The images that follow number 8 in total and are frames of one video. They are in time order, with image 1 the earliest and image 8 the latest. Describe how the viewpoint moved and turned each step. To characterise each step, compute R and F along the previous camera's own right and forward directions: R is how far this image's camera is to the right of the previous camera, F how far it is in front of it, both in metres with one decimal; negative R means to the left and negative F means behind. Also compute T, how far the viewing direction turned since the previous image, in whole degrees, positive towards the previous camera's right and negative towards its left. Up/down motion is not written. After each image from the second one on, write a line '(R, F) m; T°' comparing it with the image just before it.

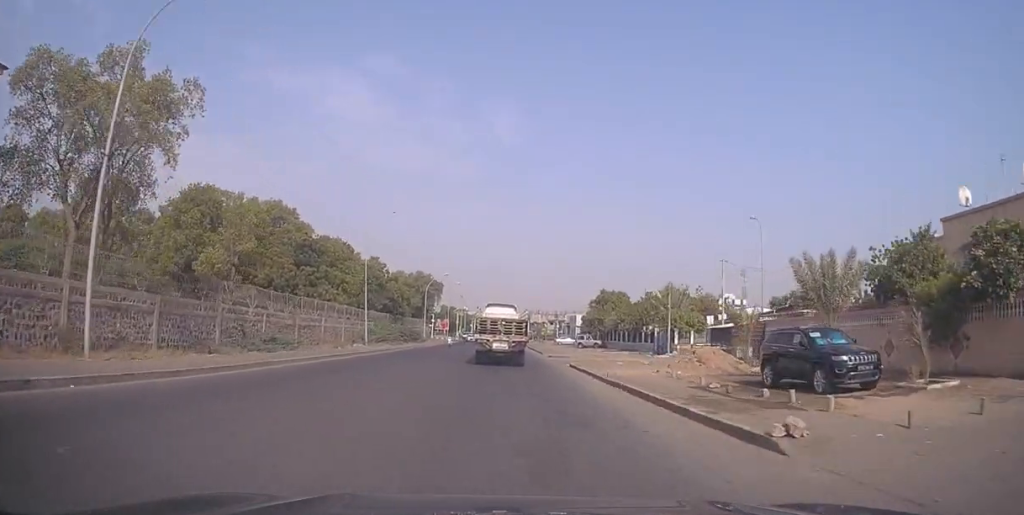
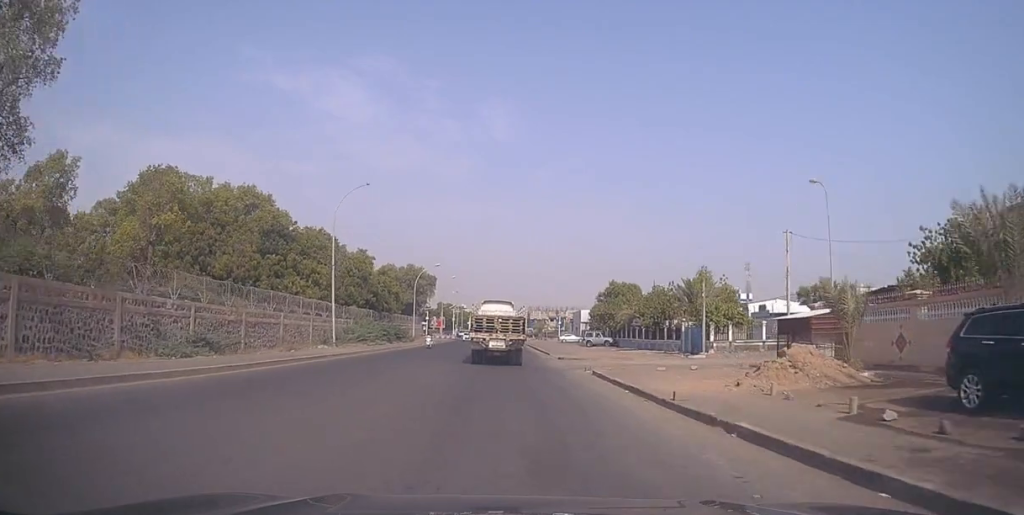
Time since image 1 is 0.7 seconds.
(0.0, +8.9) m; 0°
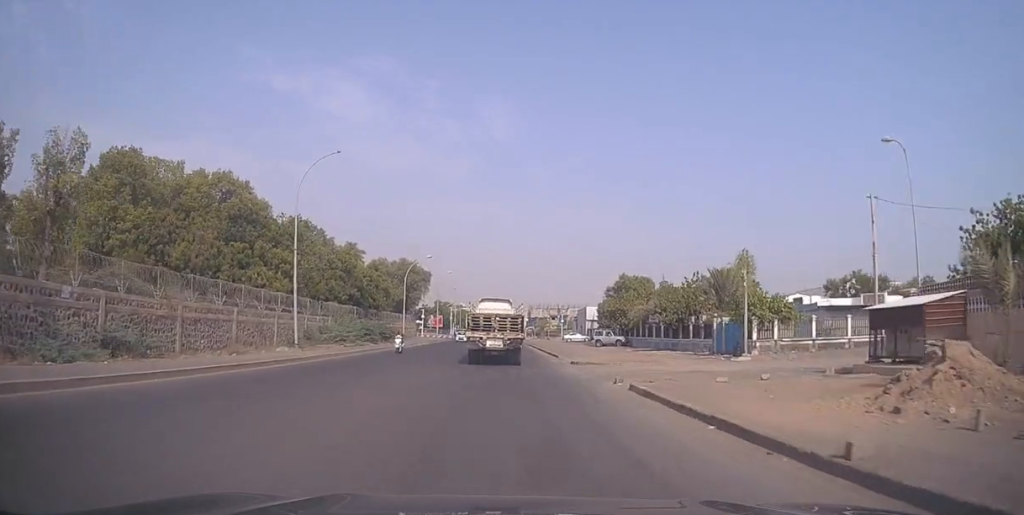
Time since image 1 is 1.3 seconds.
(0.0, +7.2) m; 0°
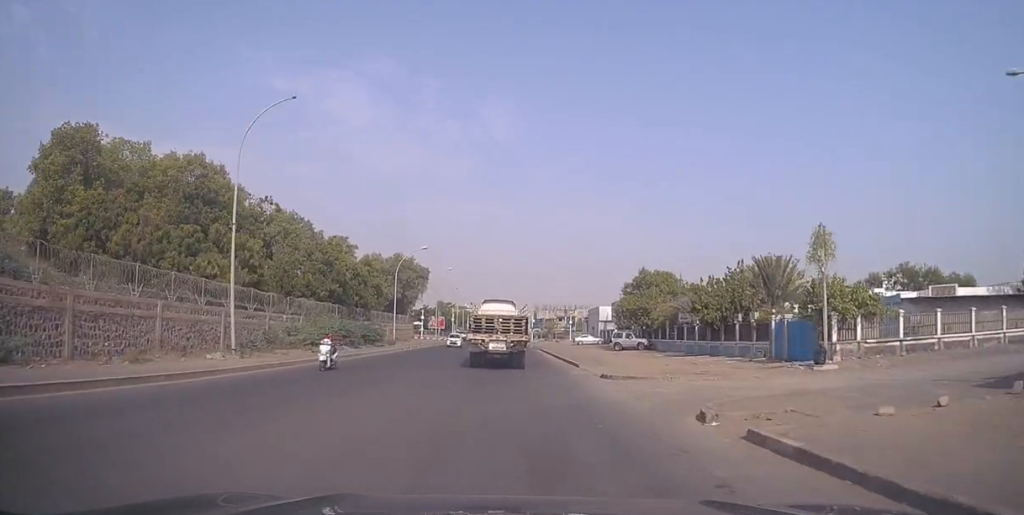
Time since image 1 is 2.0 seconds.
(0.0, +8.3) m; 0°
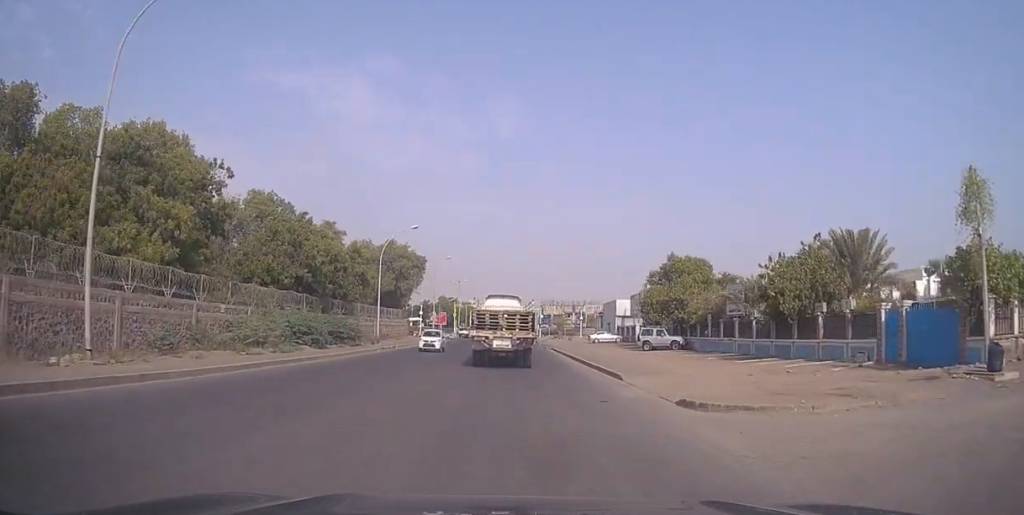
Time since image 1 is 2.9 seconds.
(-0.1, +9.7) m; 0°
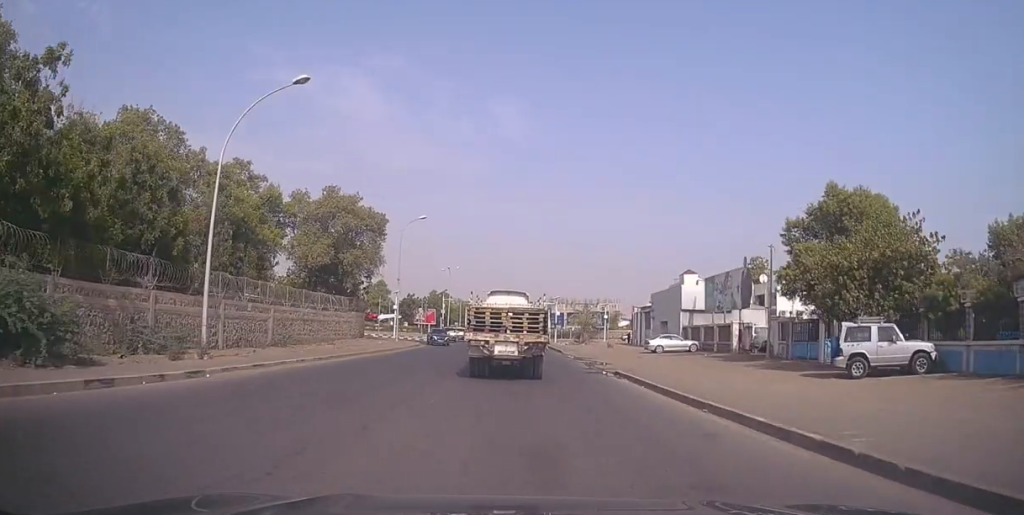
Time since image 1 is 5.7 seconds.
(+0.5, +29.9) m; +1°
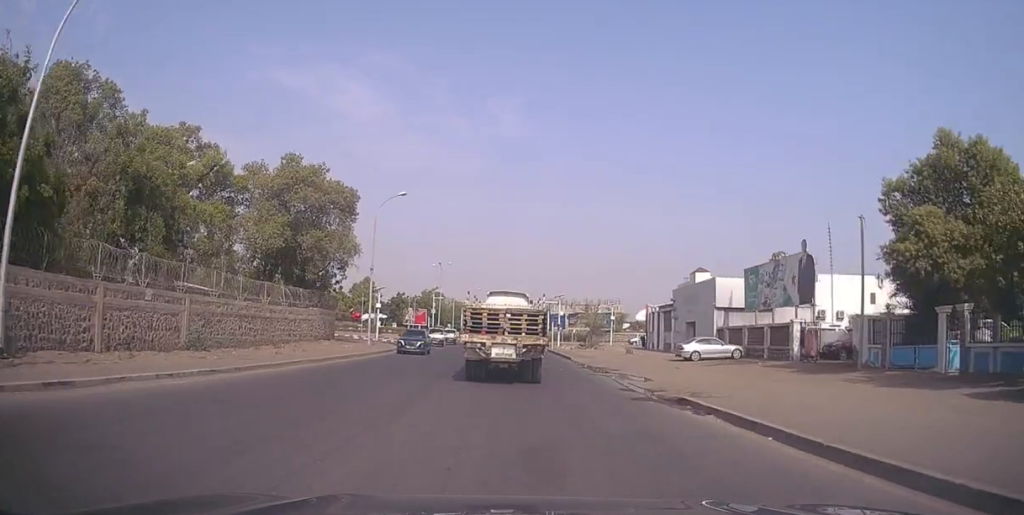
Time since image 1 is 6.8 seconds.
(-0.5, +9.9) m; -1°
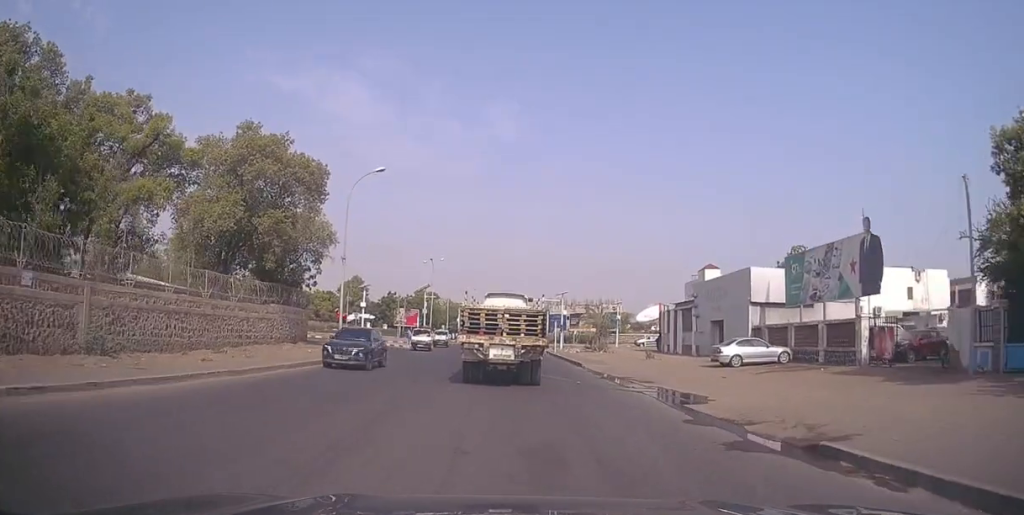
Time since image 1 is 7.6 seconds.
(+0.4, +7.1) m; -1°
